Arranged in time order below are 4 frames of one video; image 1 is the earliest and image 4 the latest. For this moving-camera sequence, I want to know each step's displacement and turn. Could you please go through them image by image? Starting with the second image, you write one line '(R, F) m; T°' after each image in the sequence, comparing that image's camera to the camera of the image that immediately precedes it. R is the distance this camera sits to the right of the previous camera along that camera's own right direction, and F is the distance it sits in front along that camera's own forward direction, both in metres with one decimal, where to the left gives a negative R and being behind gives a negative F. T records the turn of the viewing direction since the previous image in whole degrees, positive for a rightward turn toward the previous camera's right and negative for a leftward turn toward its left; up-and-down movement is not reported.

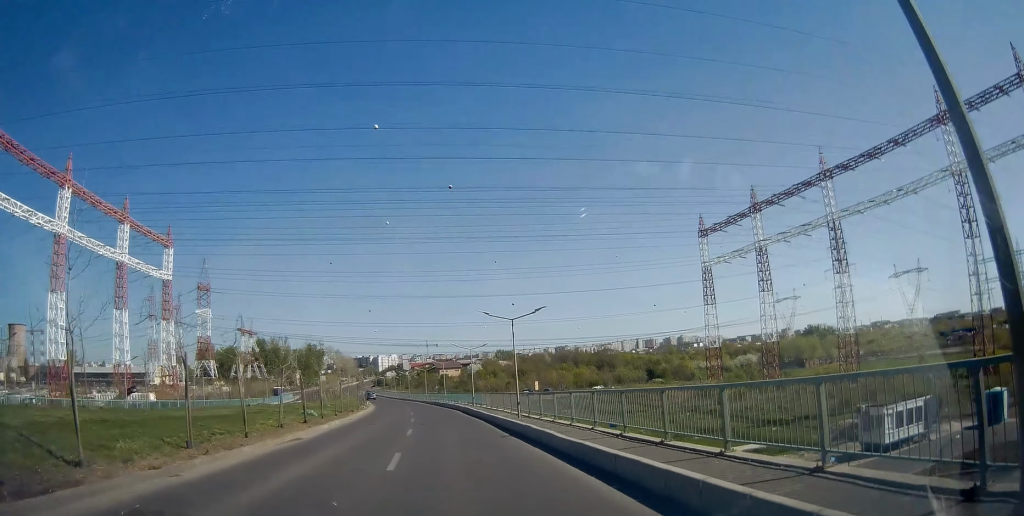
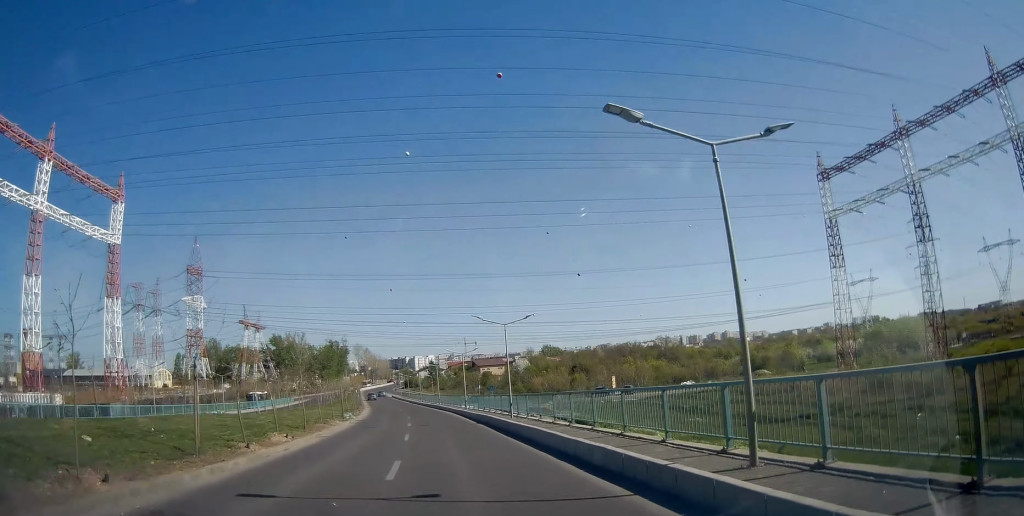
(-0.9, +37.0) m; -4°
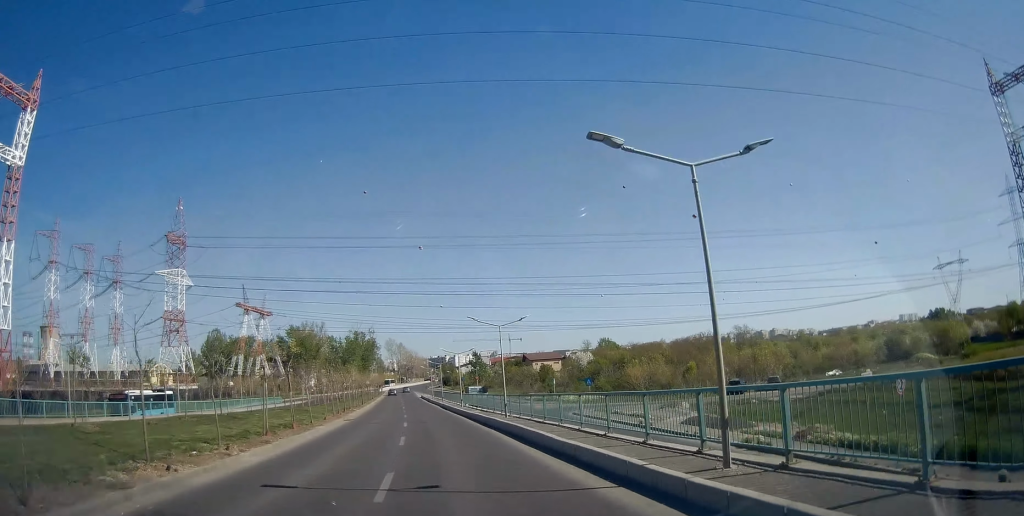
(-1.4, +38.4) m; -4°
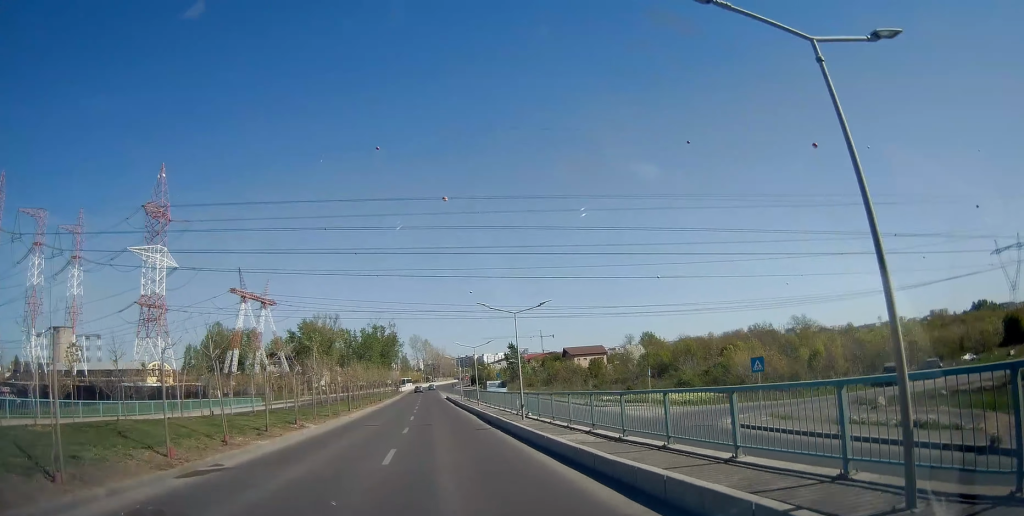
(-0.6, +23.7) m; -2°
